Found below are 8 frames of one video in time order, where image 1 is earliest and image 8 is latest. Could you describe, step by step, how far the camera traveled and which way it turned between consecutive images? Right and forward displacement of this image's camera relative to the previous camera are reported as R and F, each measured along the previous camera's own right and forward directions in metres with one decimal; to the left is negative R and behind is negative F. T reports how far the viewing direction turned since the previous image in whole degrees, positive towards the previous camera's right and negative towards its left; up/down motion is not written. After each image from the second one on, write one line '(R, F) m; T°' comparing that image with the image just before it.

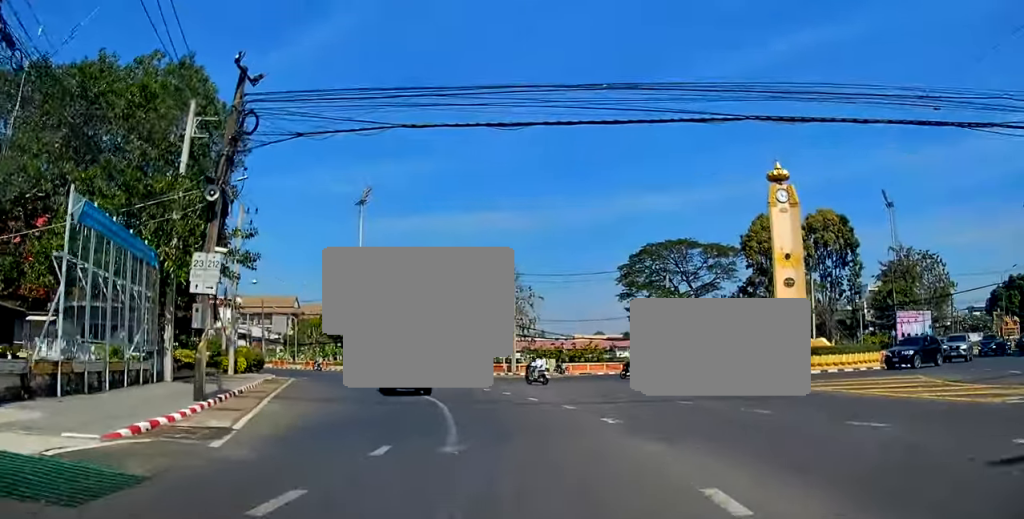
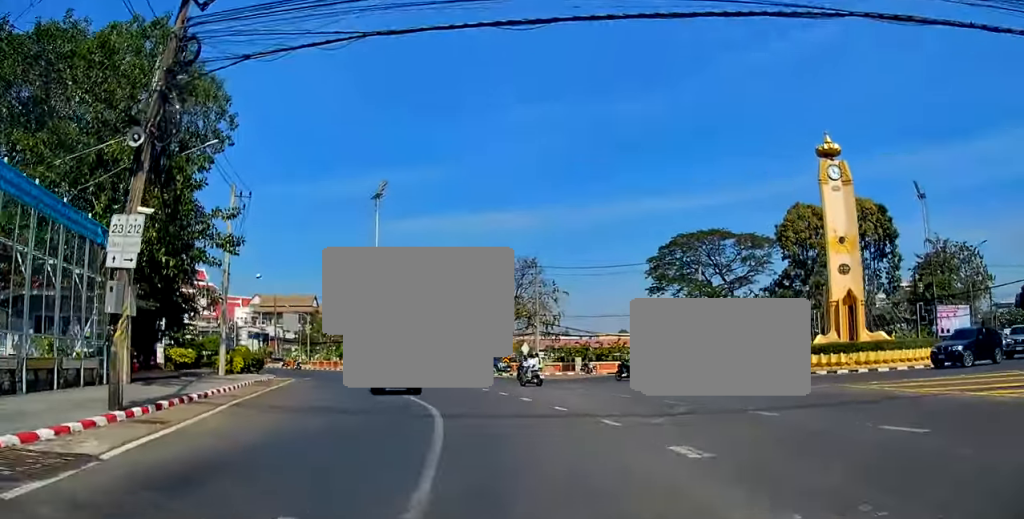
(0.0, +4.7) m; 0°
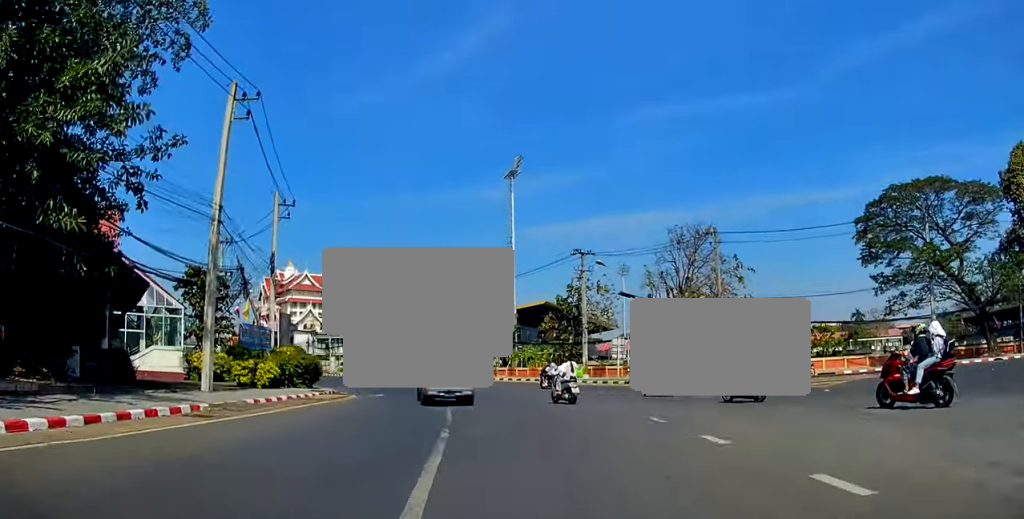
(-1.3, +19.1) m; -8°
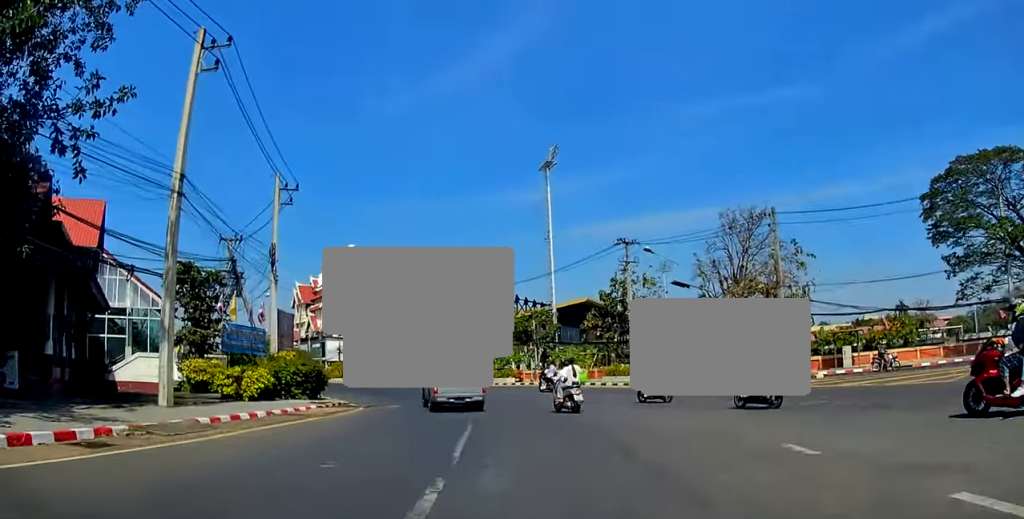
(-0.1, +6.0) m; -4°
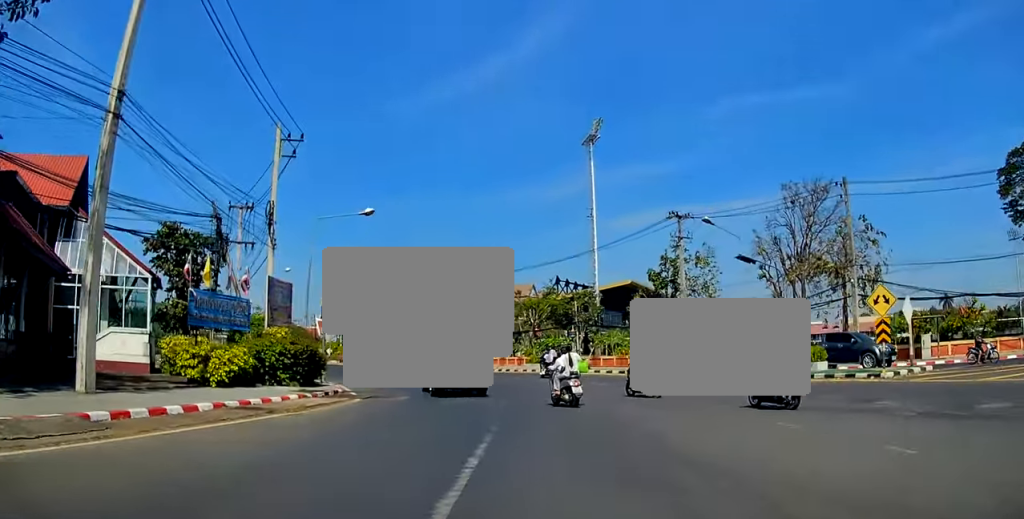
(+0.3, +5.8) m; -4°
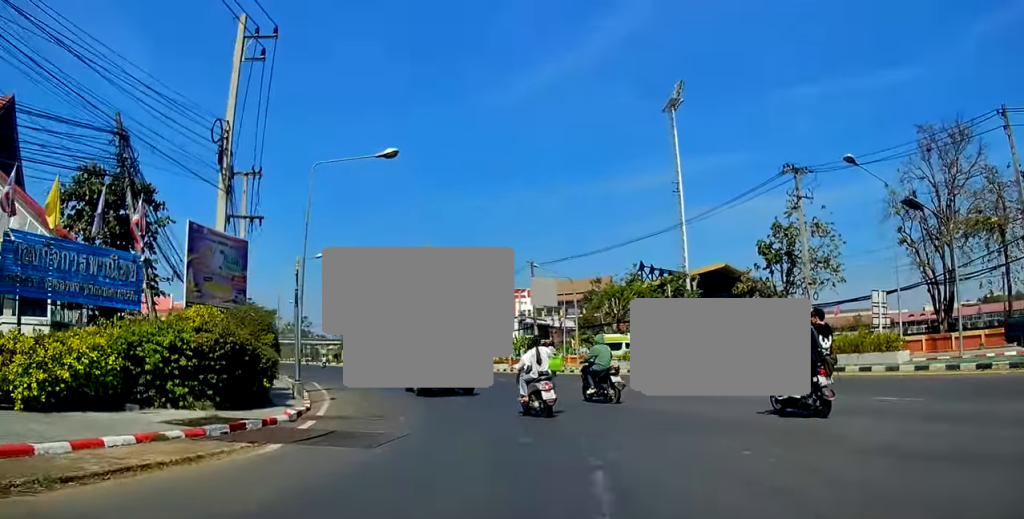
(-1.5, +11.7) m; -9°
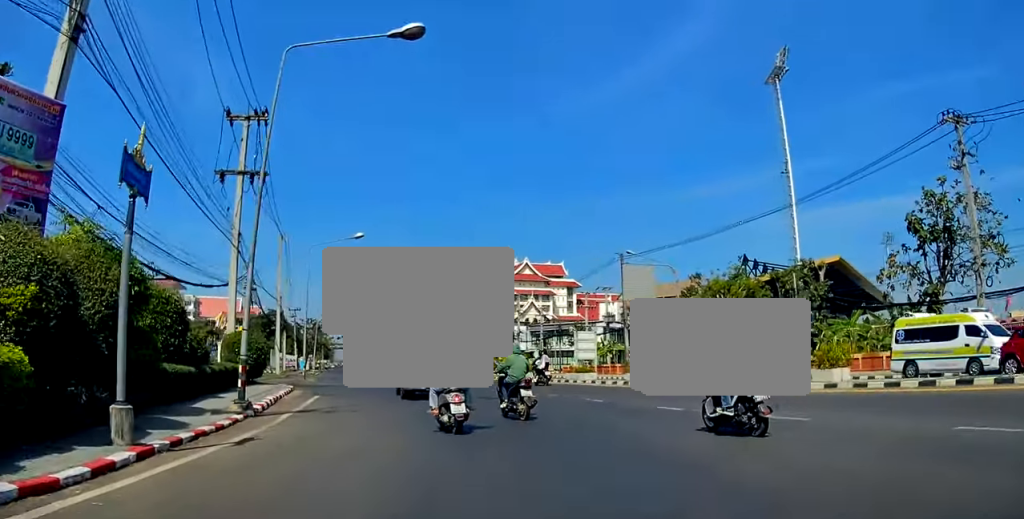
(-0.1, +12.4) m; 0°
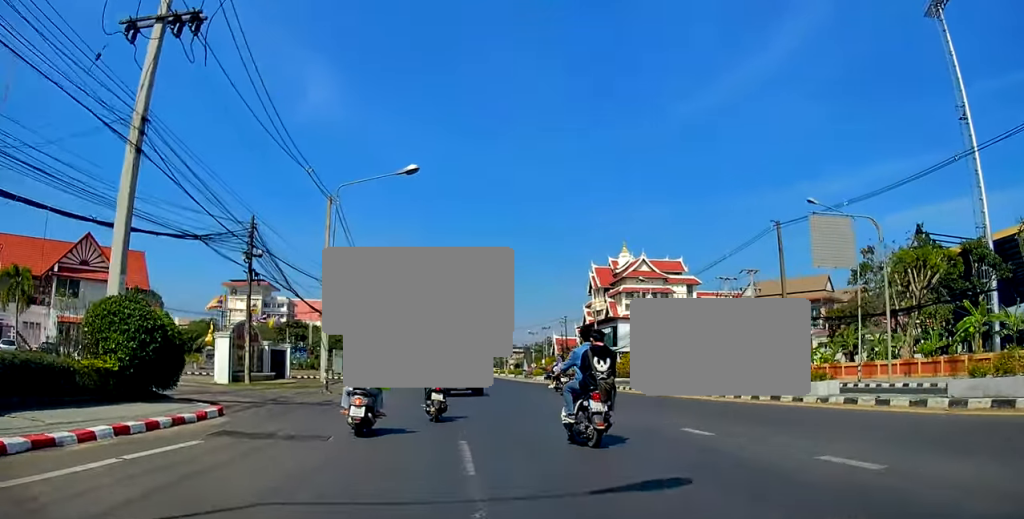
(0.0, +17.0) m; -11°
